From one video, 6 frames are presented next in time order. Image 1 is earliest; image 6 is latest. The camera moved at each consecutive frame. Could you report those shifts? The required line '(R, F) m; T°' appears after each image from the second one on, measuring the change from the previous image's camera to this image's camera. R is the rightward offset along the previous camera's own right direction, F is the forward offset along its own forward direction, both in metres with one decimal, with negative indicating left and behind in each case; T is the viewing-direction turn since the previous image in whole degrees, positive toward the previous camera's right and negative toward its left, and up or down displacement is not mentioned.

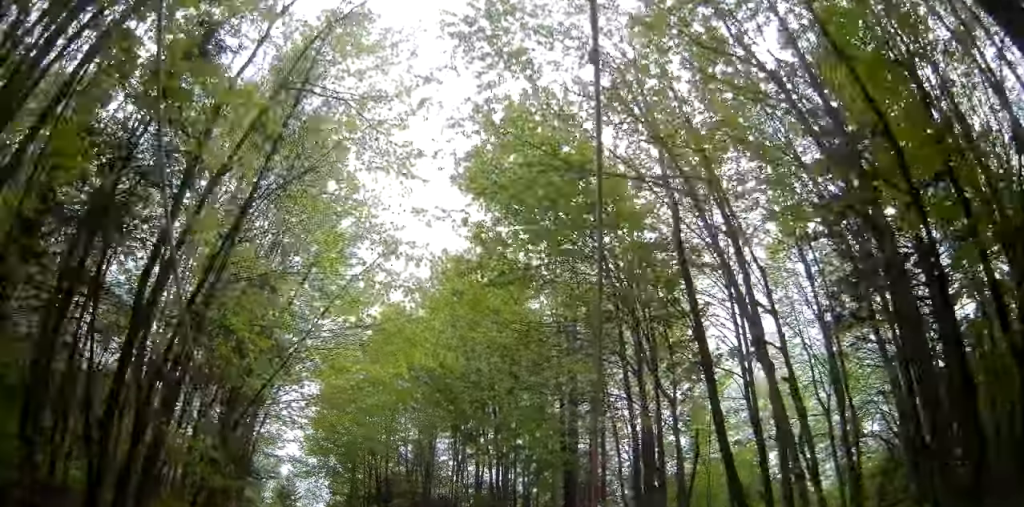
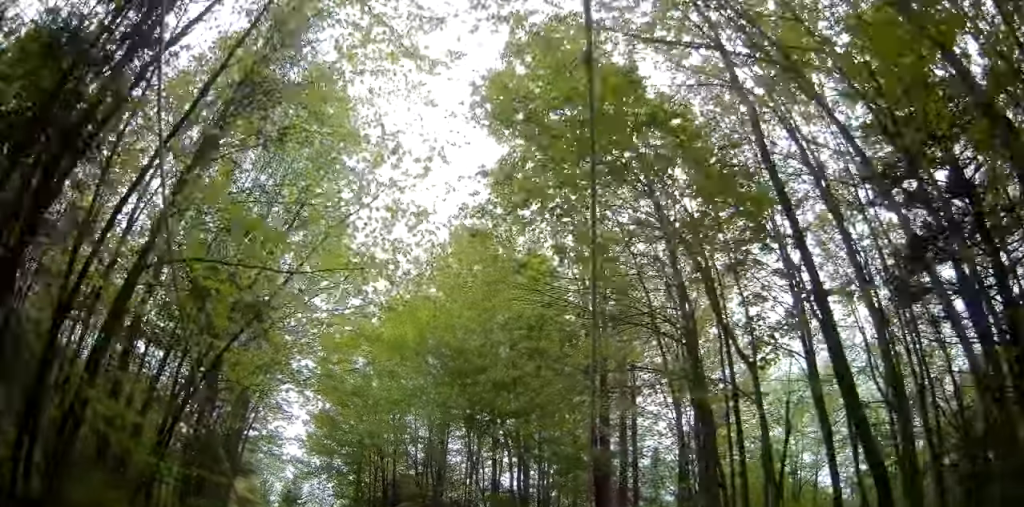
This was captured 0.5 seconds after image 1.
(+0.1, +3.0) m; +2°
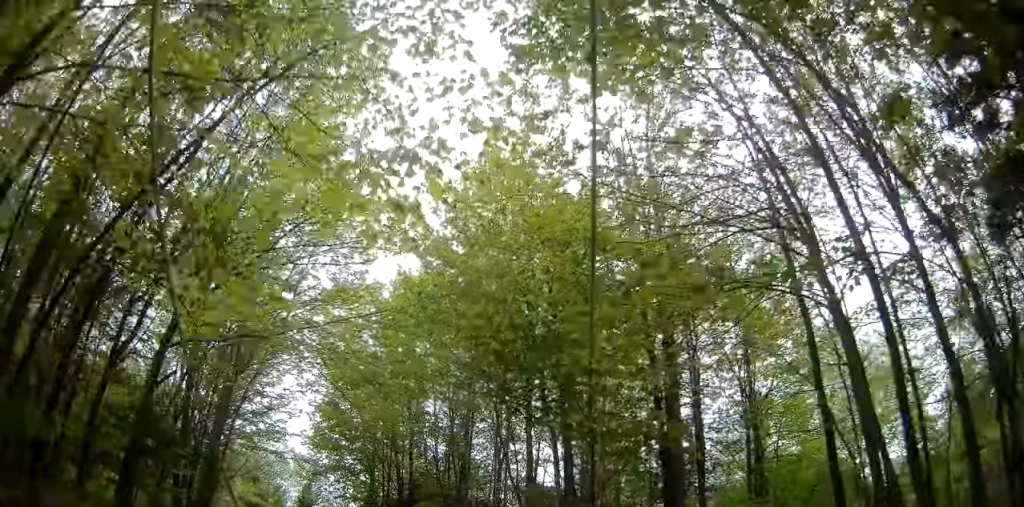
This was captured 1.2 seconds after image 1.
(0.0, +4.3) m; +2°
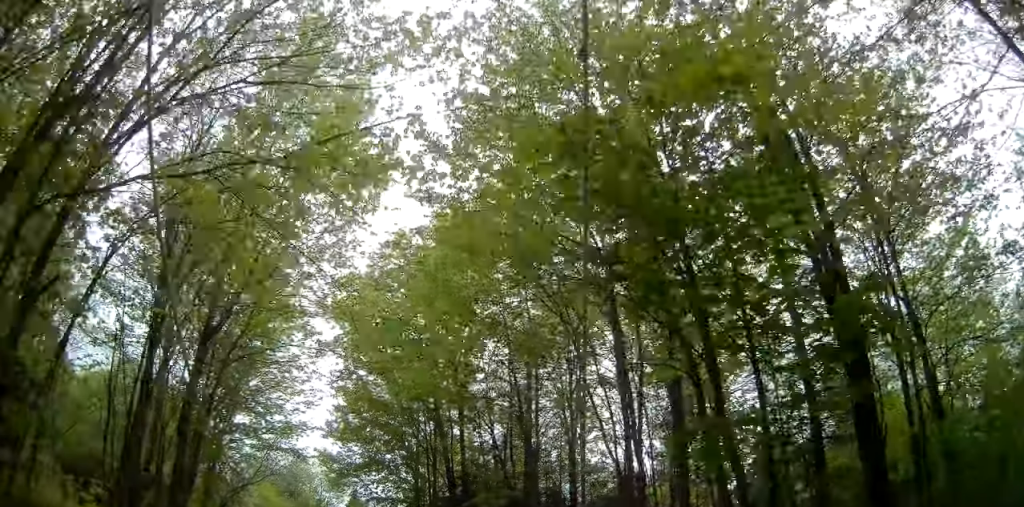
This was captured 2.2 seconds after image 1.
(+0.2, +5.6) m; -3°
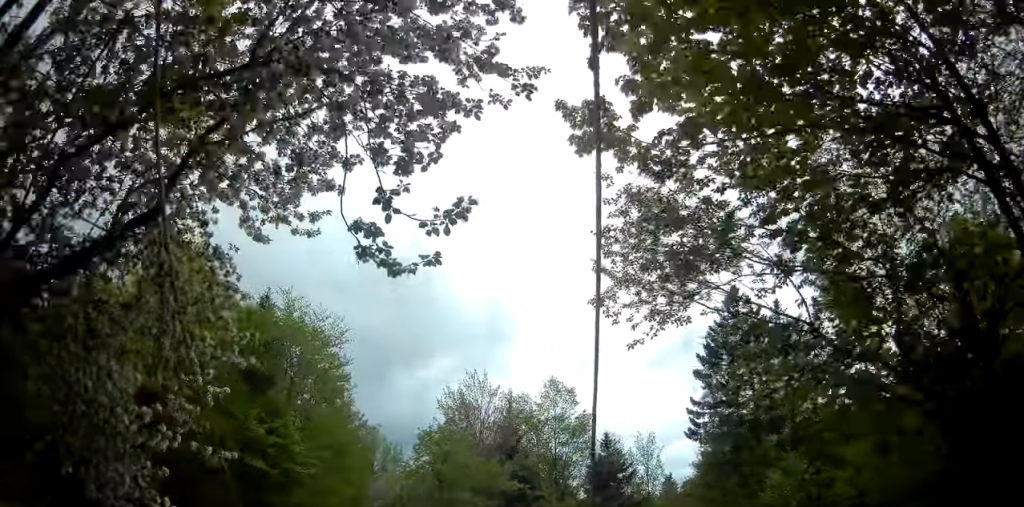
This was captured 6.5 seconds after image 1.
(-6.7, +19.0) m; -27°
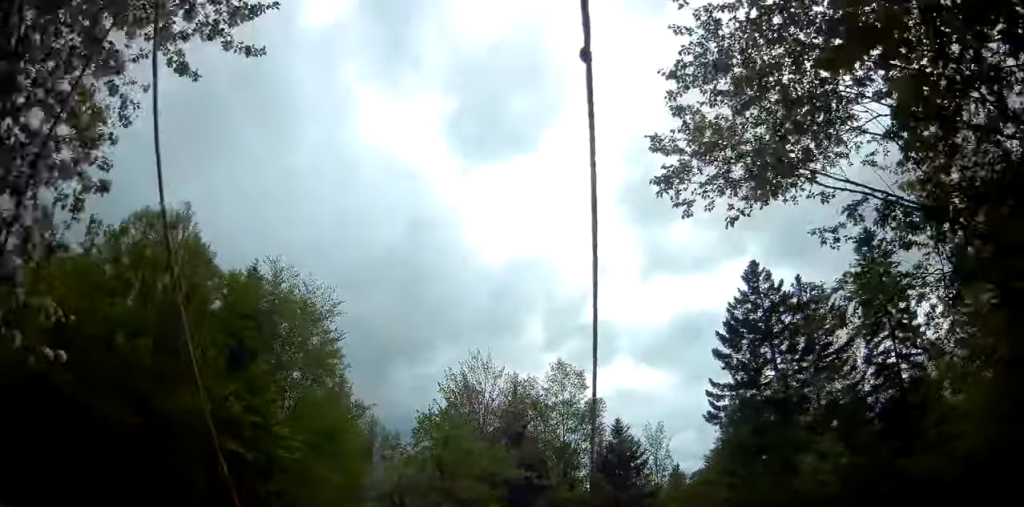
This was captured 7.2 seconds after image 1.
(0.0, +2.8) m; 0°
